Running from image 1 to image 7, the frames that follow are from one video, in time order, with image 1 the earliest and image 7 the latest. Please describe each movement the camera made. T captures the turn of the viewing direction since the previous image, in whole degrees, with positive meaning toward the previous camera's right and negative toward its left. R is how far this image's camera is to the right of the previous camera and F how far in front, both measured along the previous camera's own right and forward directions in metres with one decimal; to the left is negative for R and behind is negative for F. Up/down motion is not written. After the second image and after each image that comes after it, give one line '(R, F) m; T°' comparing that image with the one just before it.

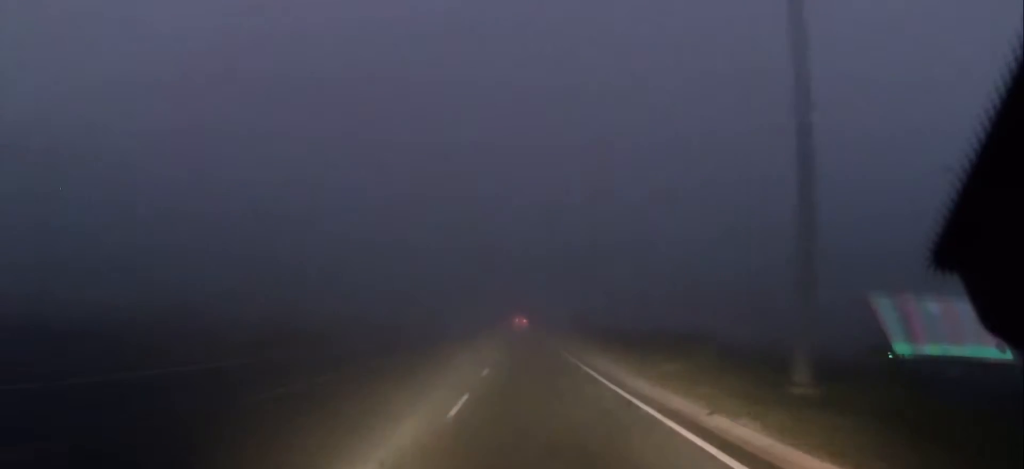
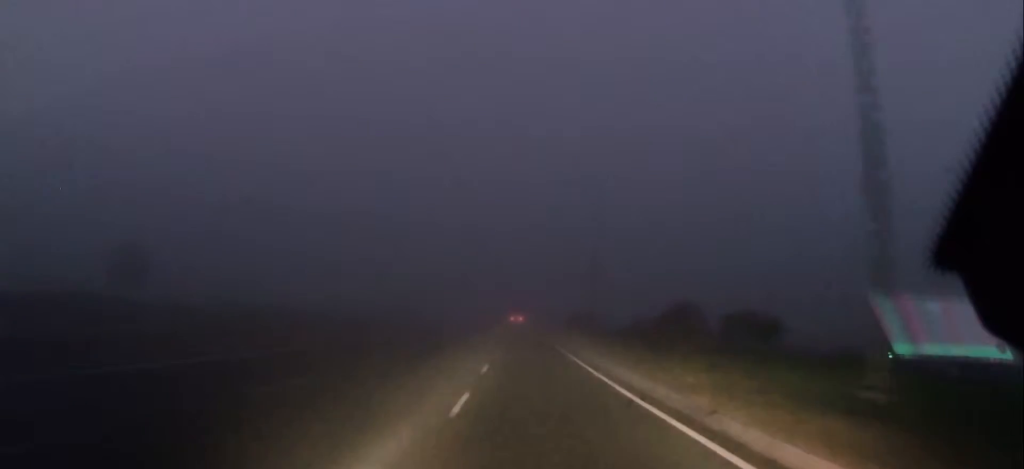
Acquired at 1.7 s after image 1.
(-0.1, +45.7) m; +1°
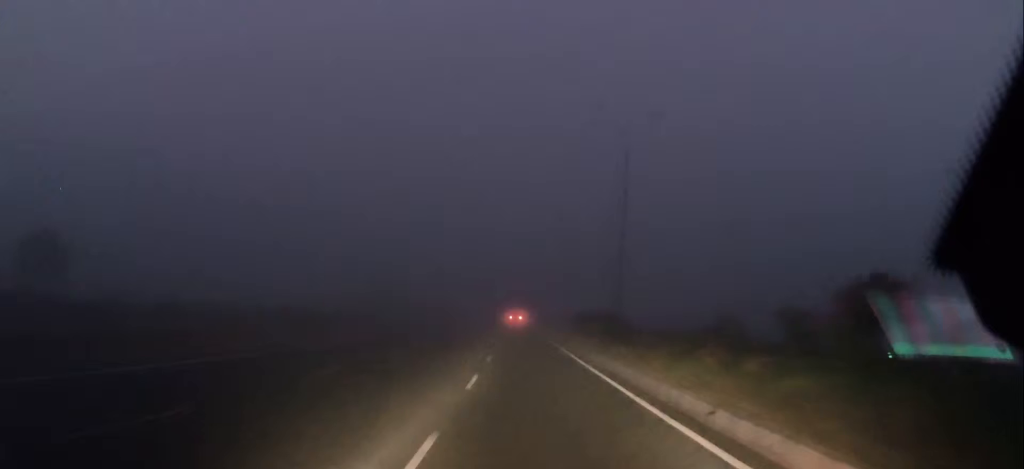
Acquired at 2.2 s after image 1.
(+0.3, +14.6) m; 0°
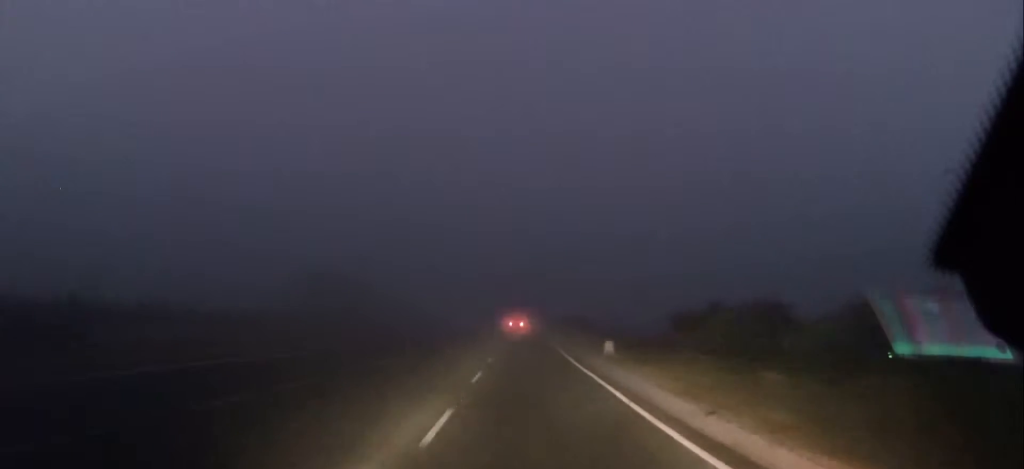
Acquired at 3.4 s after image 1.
(-0.4, +33.5) m; 0°
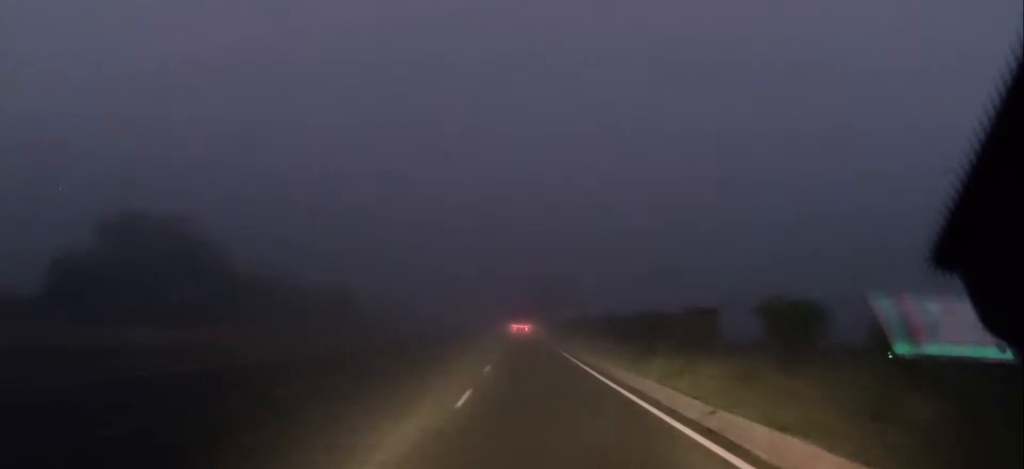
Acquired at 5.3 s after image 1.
(+1.0, +50.3) m; 0°
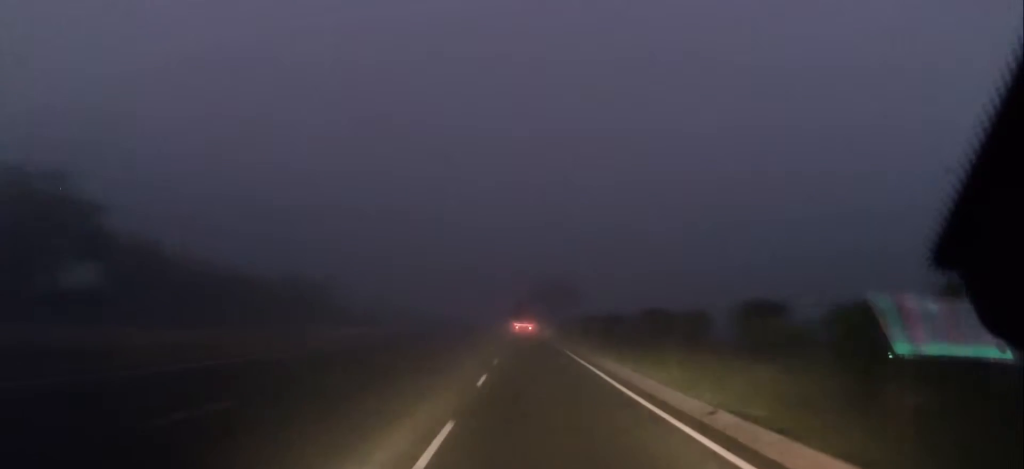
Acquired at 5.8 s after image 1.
(-0.2, +14.4) m; -1°
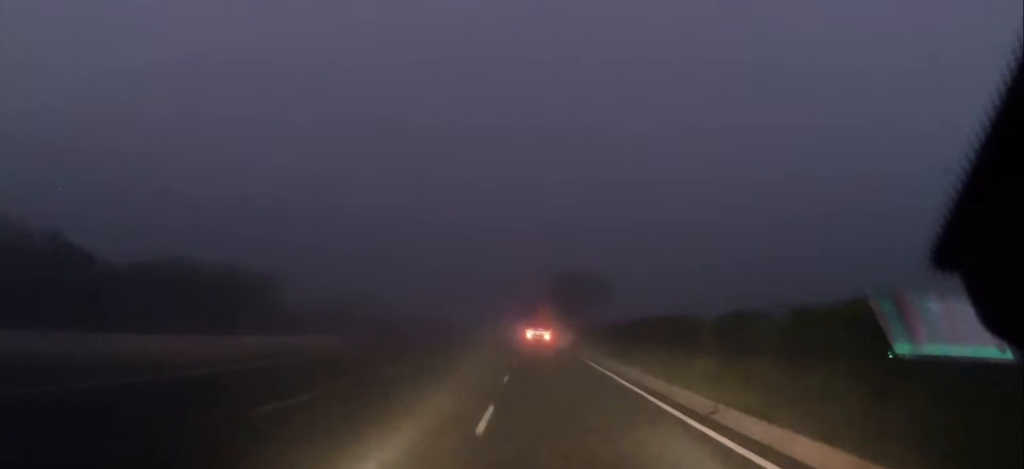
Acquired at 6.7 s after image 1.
(-0.3, +24.2) m; -1°
